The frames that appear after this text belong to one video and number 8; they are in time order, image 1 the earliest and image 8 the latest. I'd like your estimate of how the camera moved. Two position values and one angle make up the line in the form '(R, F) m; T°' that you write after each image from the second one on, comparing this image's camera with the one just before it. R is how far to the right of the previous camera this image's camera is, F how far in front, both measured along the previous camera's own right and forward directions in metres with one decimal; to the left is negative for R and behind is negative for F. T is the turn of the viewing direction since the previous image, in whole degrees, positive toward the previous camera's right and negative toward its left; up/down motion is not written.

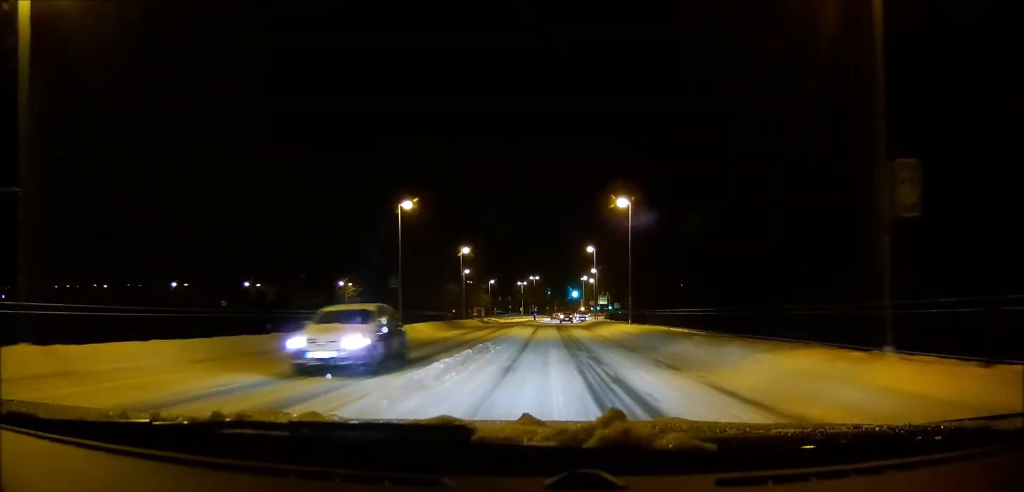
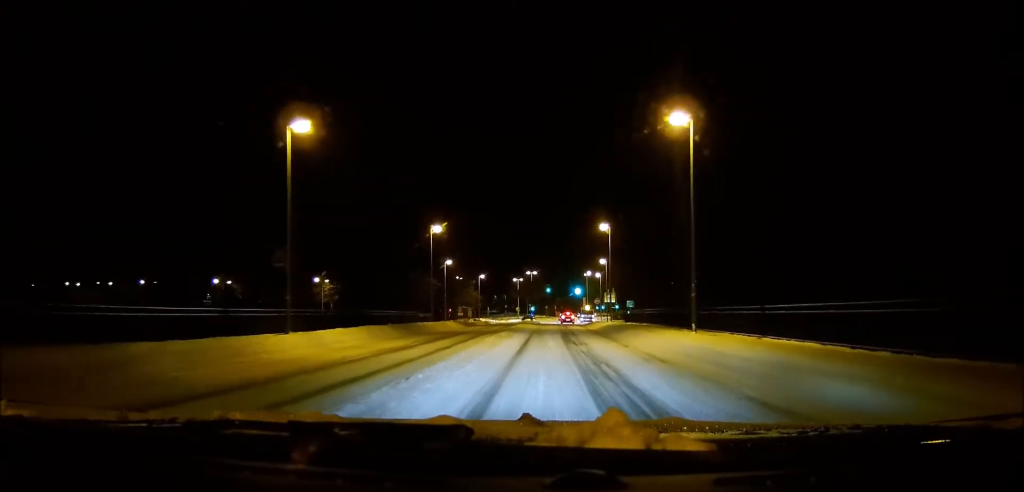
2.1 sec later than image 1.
(-0.2, +19.0) m; 0°
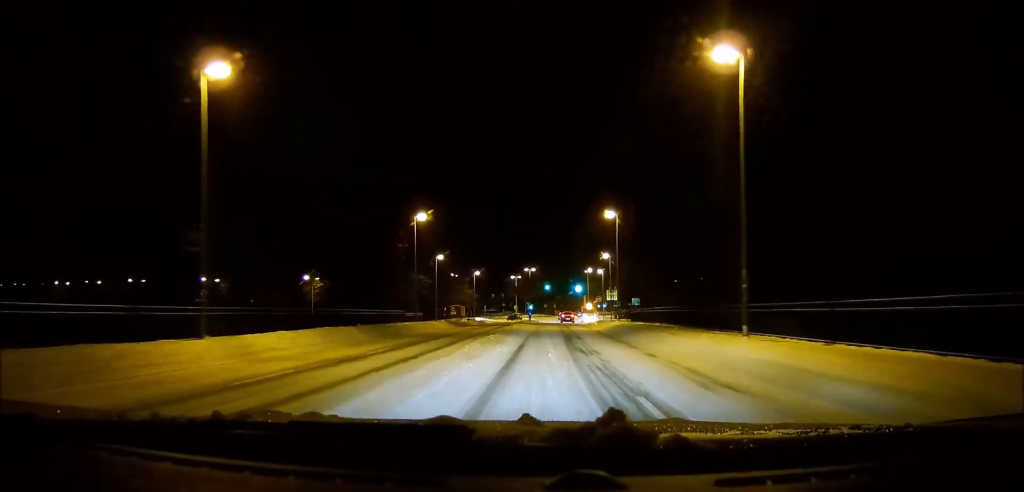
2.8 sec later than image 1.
(0.0, +6.3) m; 0°
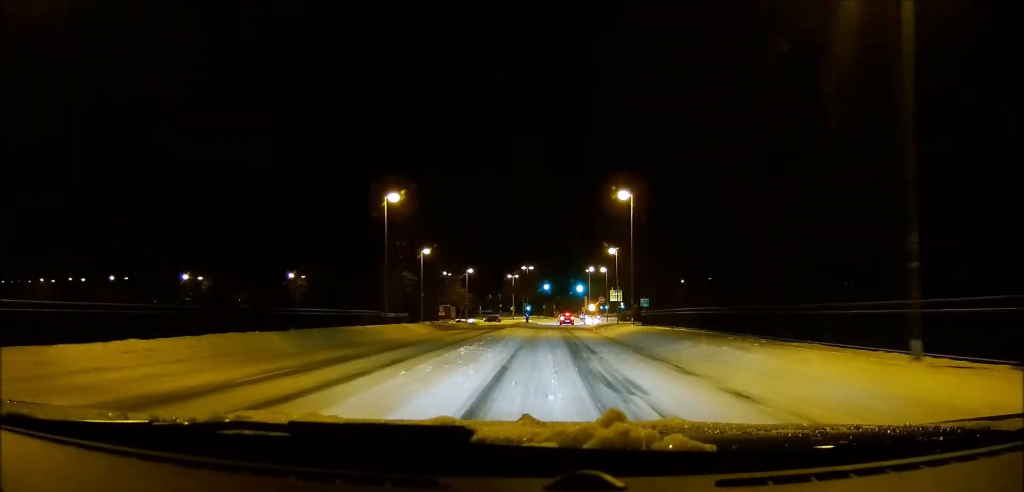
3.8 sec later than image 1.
(0.0, +8.9) m; 0°
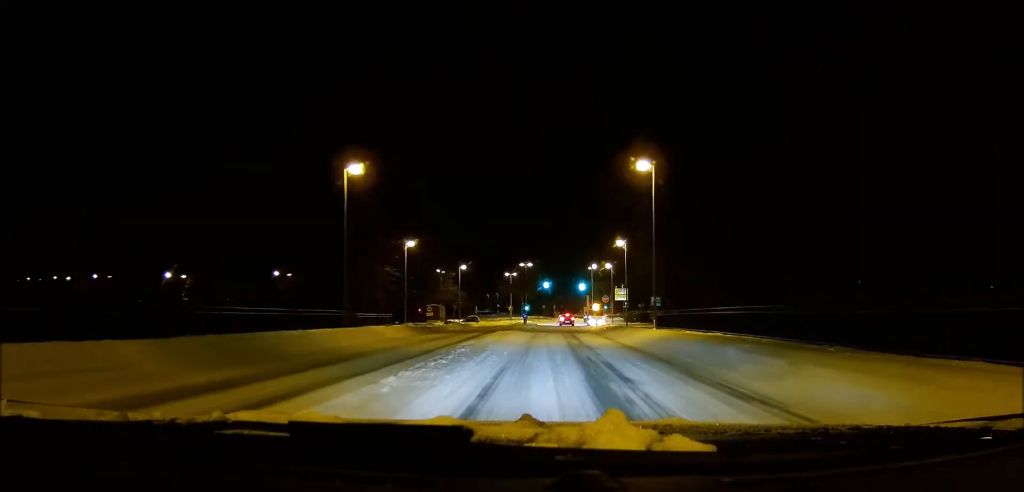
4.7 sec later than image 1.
(0.0, +8.5) m; 0°
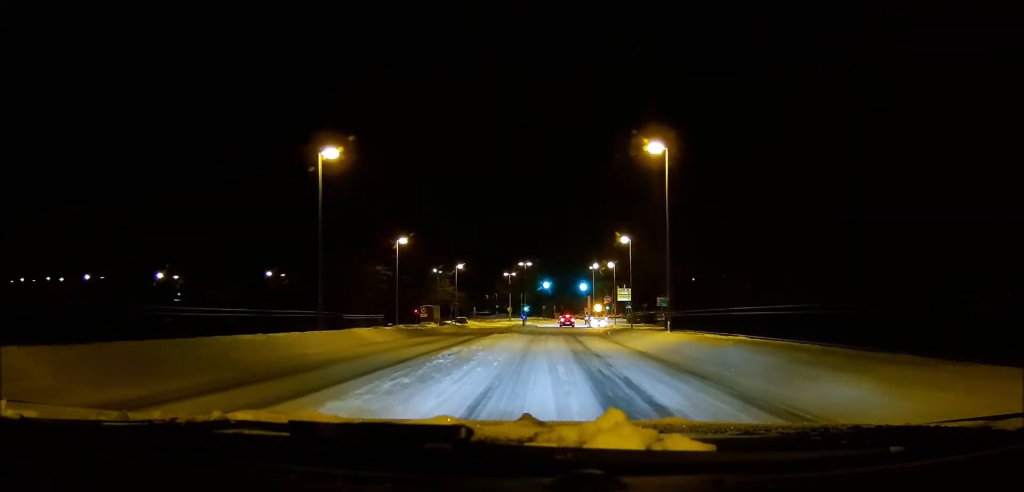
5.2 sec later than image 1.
(0.0, +3.8) m; 0°
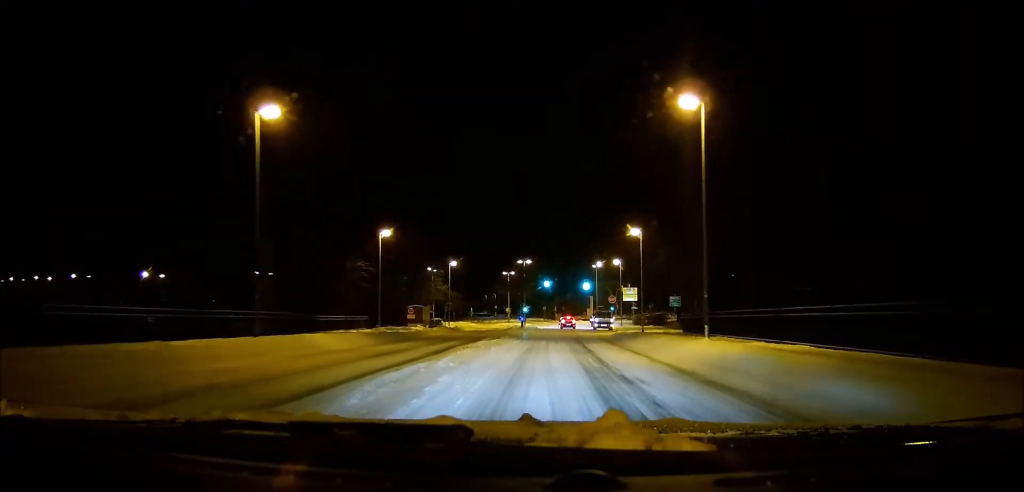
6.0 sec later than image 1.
(0.0, +6.7) m; 0°
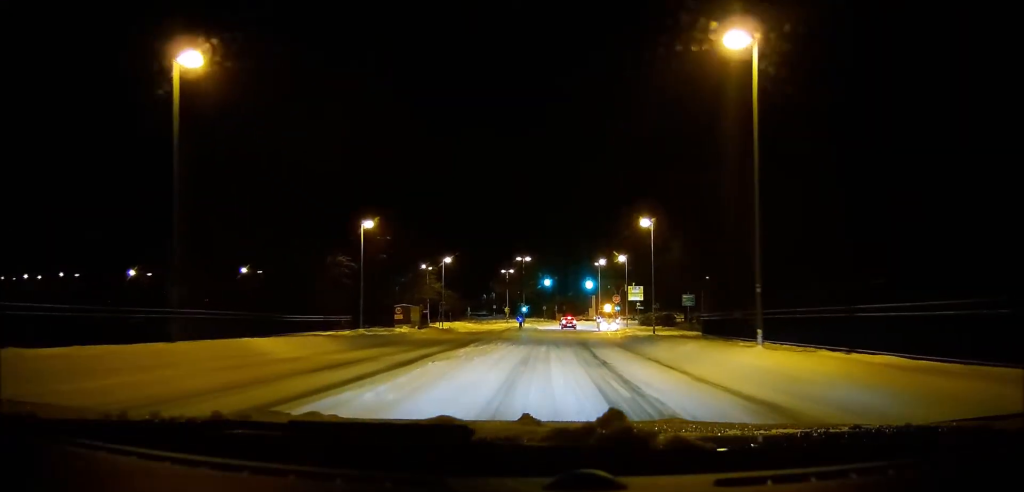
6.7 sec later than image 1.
(0.0, +5.7) m; +1°
